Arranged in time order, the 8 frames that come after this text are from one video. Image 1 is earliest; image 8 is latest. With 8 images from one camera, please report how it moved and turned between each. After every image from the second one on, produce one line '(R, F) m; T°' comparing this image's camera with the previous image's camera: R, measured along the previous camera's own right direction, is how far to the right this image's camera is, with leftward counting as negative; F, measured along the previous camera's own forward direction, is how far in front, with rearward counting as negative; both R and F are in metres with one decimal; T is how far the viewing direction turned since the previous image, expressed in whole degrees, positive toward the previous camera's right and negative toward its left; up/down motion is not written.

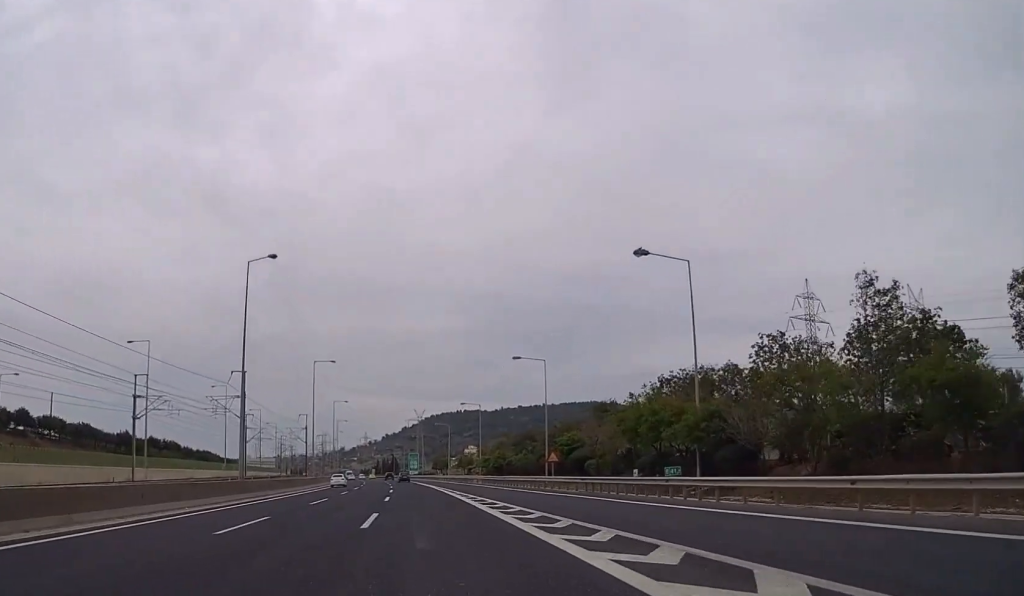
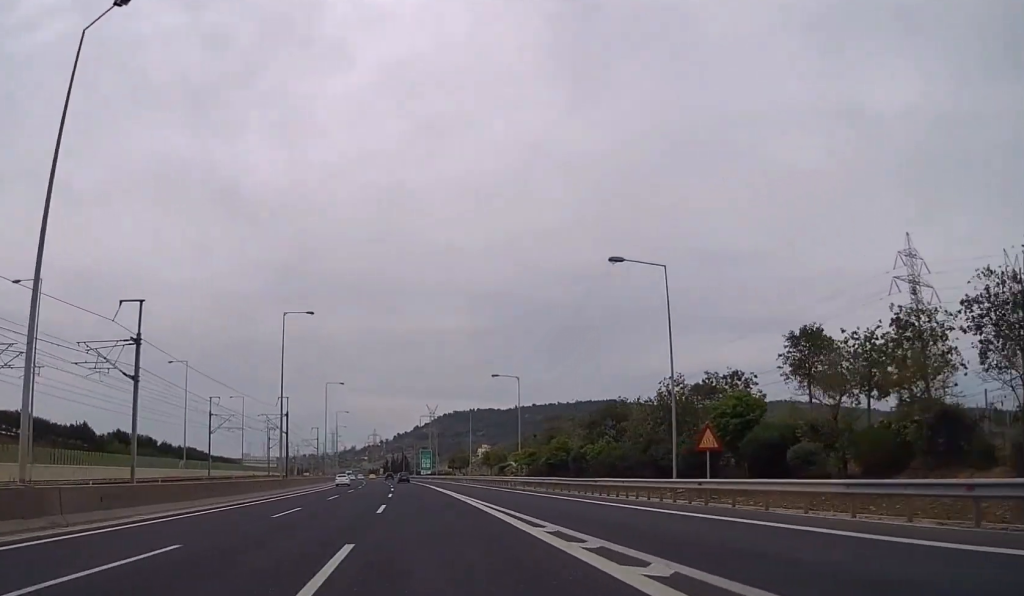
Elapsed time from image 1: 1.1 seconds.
(-0.2, +29.0) m; -1°
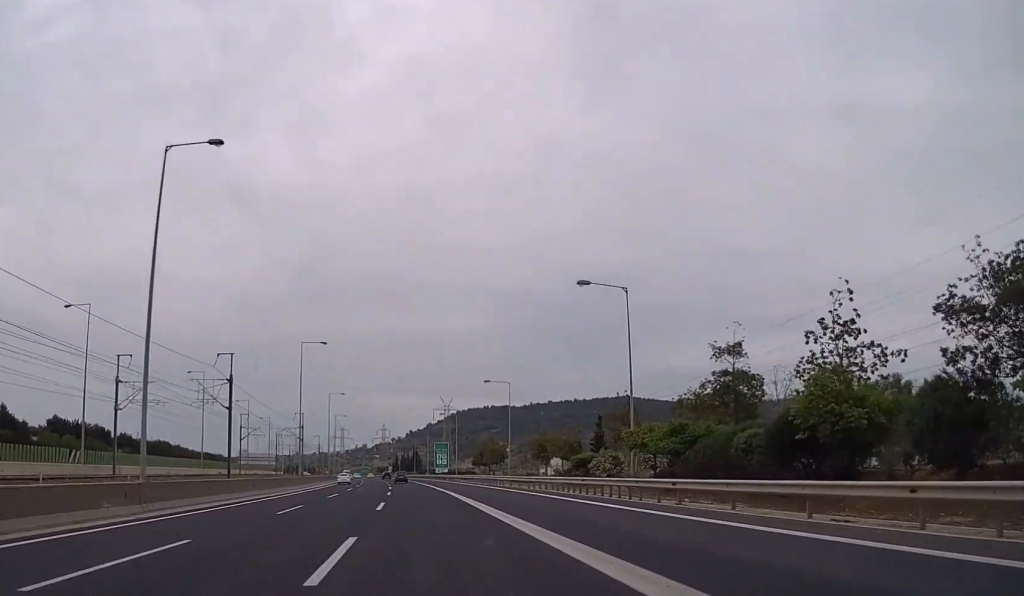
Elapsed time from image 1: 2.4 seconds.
(-0.3, +35.4) m; -1°
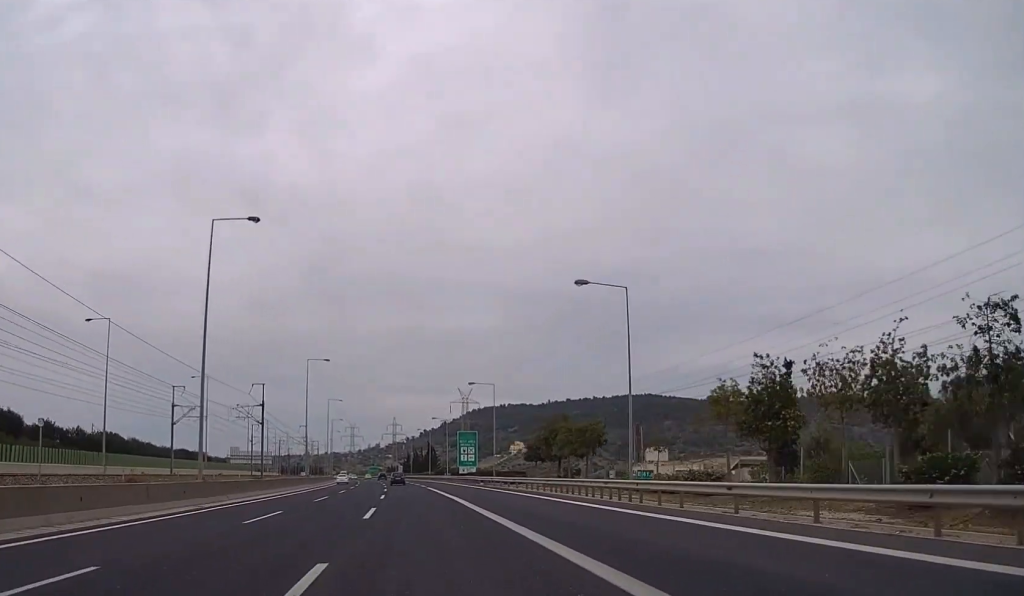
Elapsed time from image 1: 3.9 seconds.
(-0.4, +40.7) m; -1°
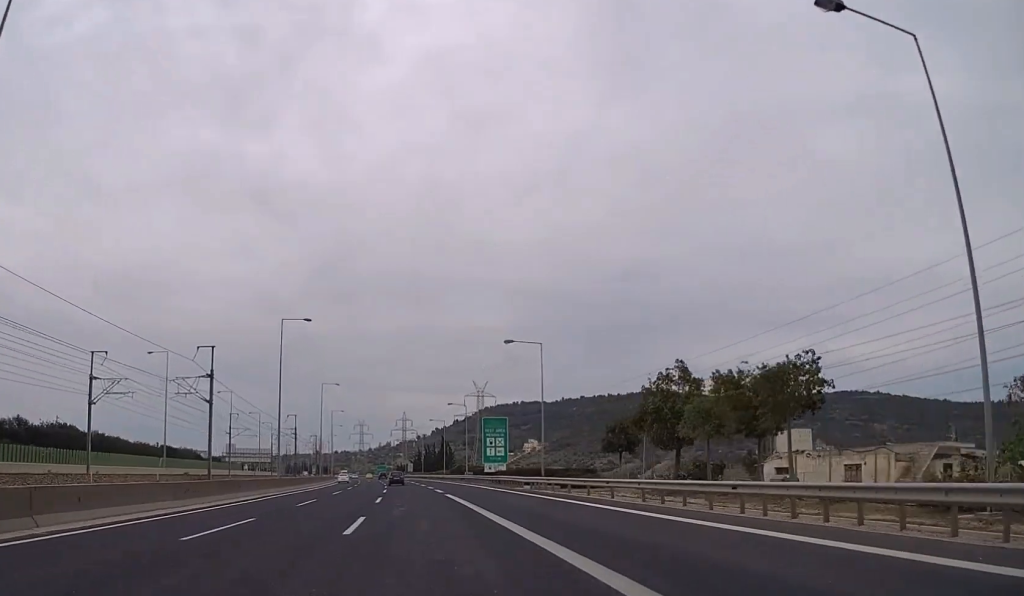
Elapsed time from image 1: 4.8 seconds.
(-0.1, +24.3) m; -1°
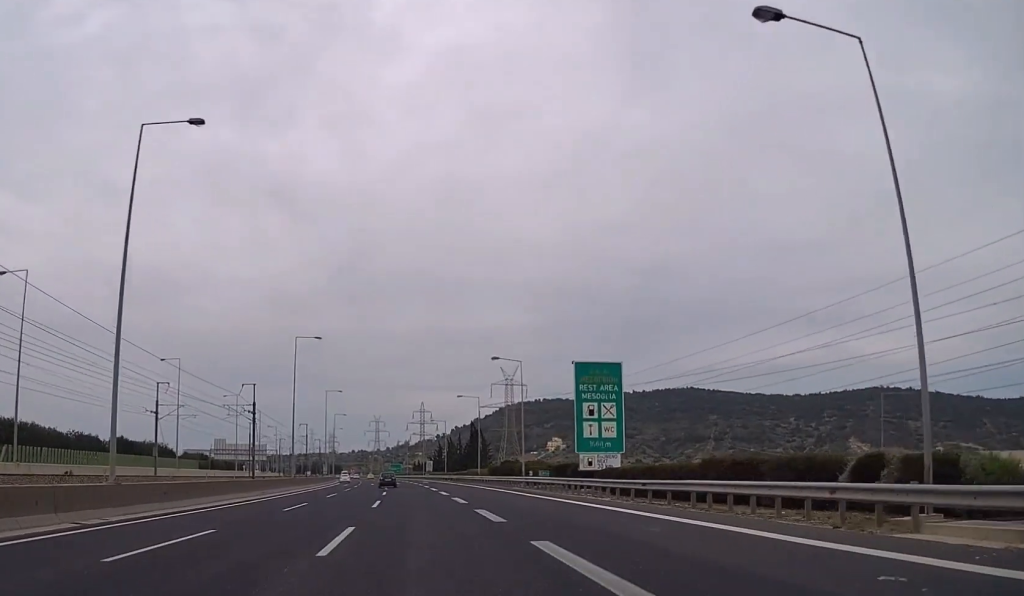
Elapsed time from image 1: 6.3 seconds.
(-0.5, +40.7) m; -2°
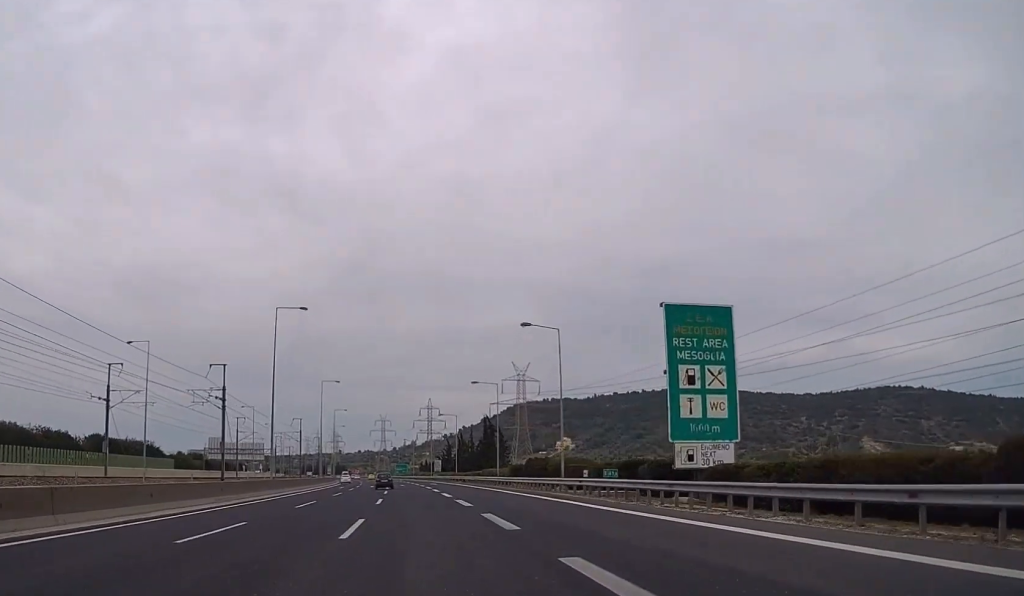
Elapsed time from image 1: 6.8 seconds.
(-0.1, +14.4) m; 0°
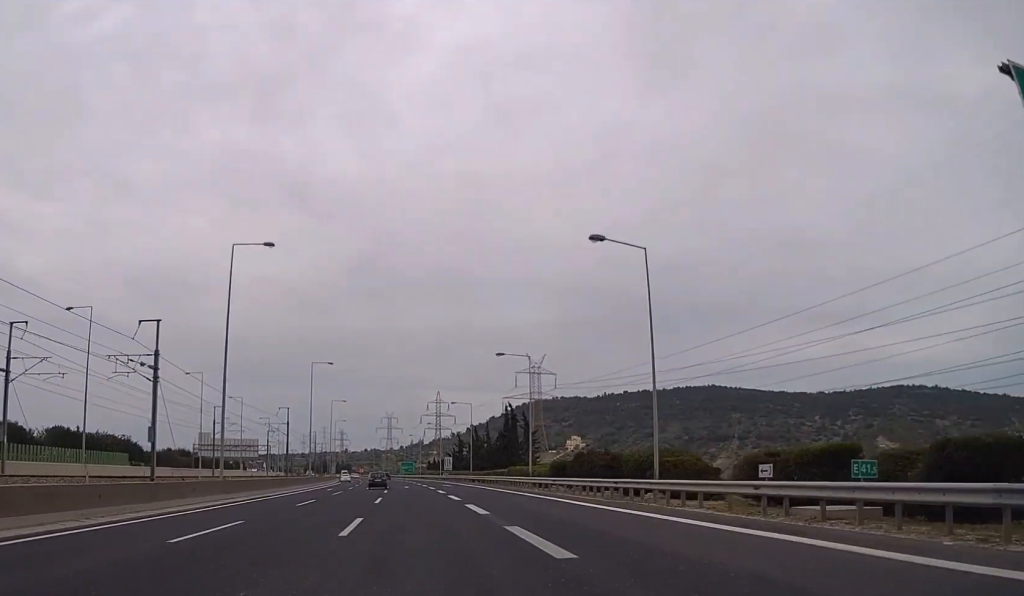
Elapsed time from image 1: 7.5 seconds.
(-0.1, +18.1) m; -1°
